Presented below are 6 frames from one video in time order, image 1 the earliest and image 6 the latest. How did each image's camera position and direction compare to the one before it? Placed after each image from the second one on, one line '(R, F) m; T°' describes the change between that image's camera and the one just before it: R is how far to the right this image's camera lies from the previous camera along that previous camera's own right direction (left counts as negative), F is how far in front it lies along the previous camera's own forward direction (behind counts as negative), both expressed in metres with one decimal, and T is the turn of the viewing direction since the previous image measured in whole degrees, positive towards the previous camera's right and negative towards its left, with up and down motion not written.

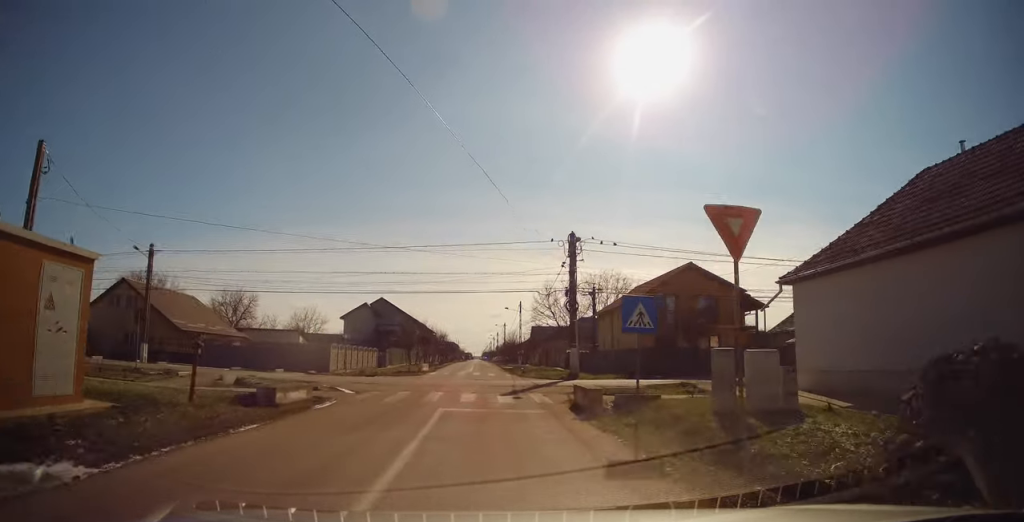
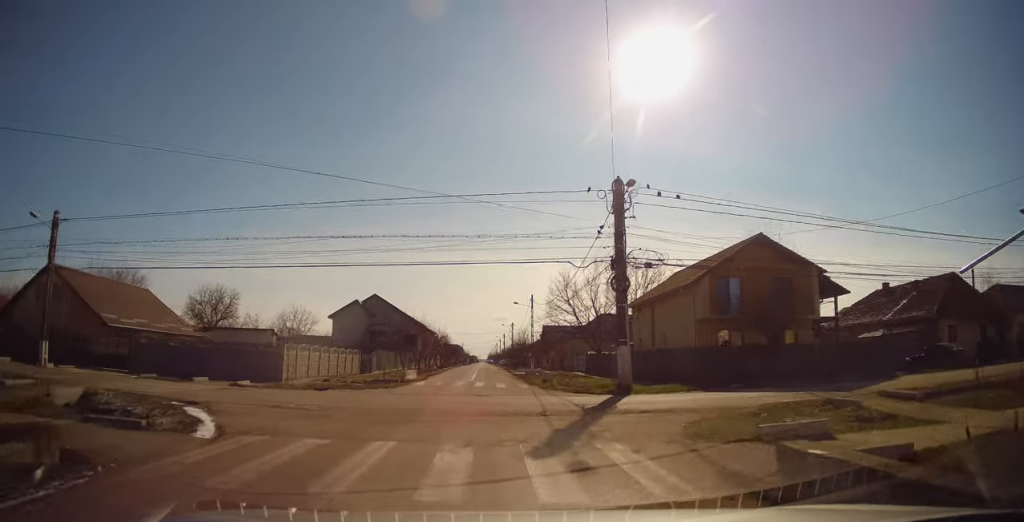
(+0.2, +10.1) m; +1°
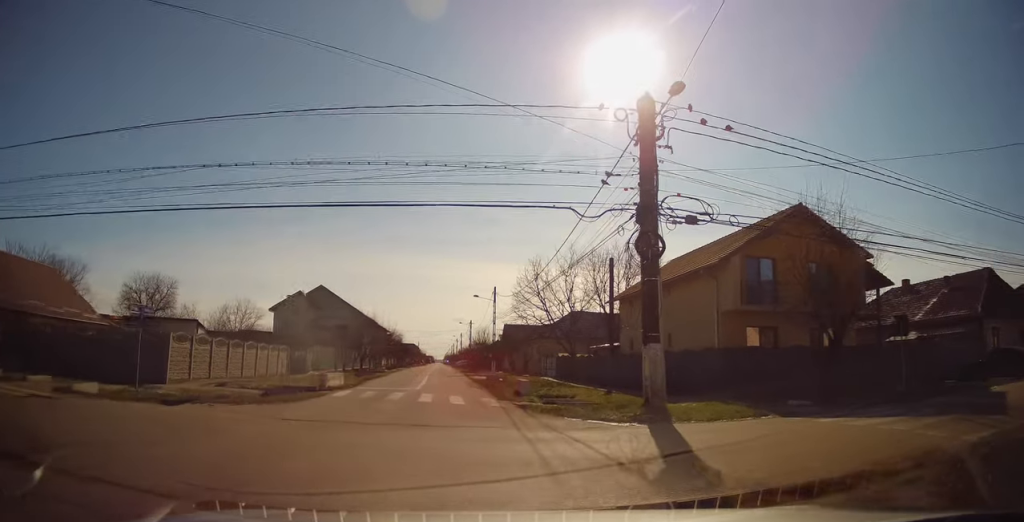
(0.0, +8.5) m; +2°
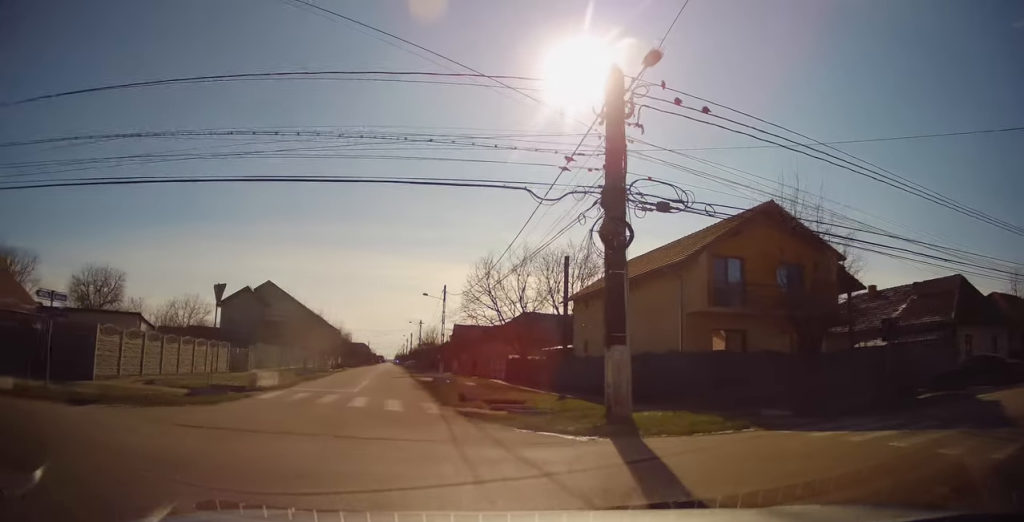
(+0.1, +2.1) m; +8°
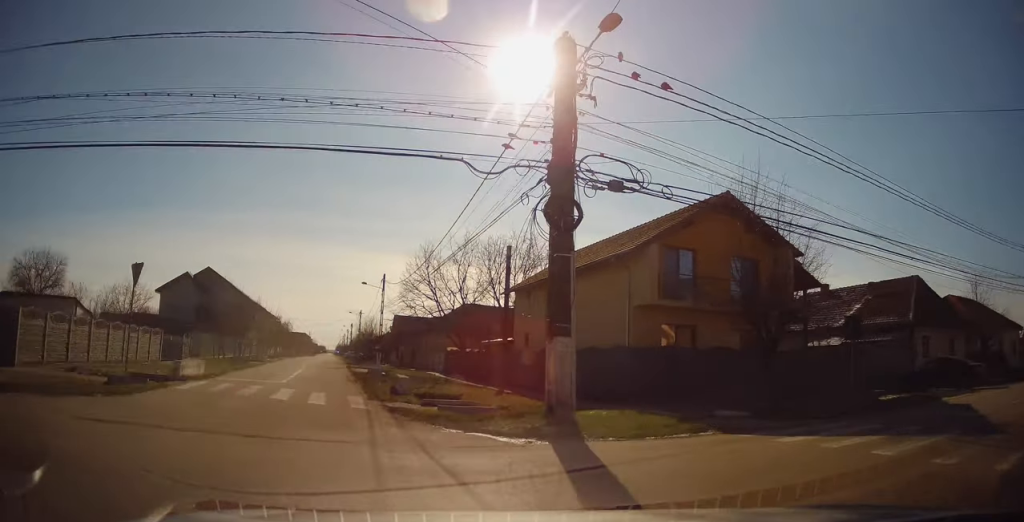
(-0.1, +1.6) m; +8°
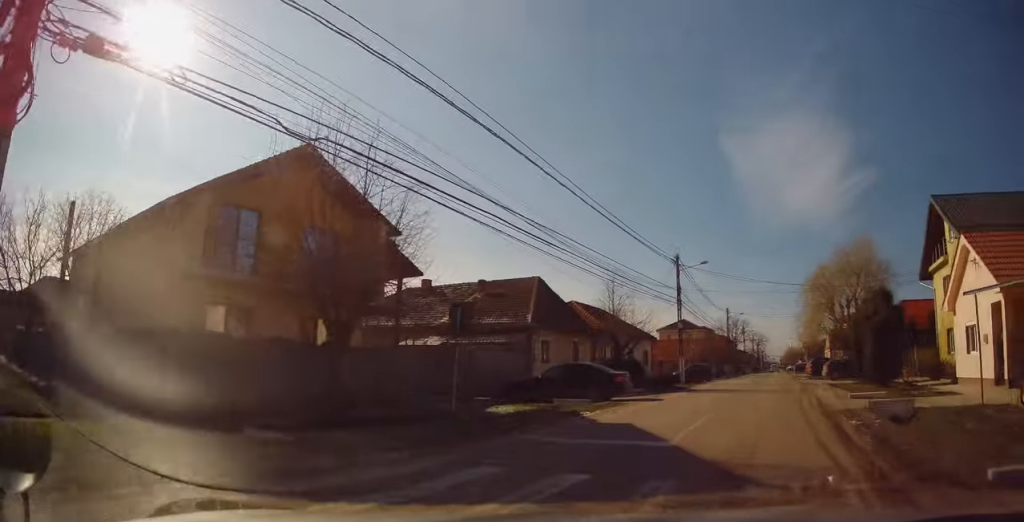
(+2.6, +4.6) m; +54°
